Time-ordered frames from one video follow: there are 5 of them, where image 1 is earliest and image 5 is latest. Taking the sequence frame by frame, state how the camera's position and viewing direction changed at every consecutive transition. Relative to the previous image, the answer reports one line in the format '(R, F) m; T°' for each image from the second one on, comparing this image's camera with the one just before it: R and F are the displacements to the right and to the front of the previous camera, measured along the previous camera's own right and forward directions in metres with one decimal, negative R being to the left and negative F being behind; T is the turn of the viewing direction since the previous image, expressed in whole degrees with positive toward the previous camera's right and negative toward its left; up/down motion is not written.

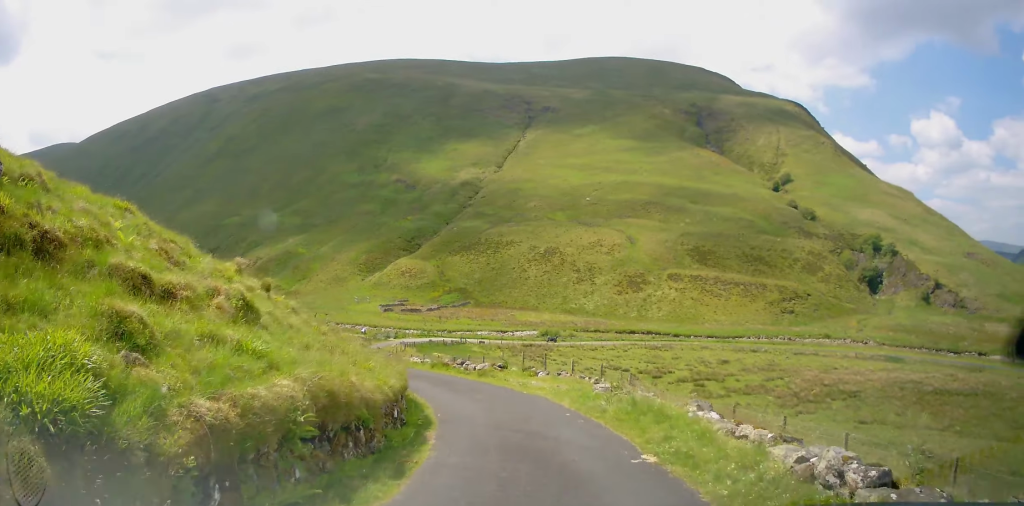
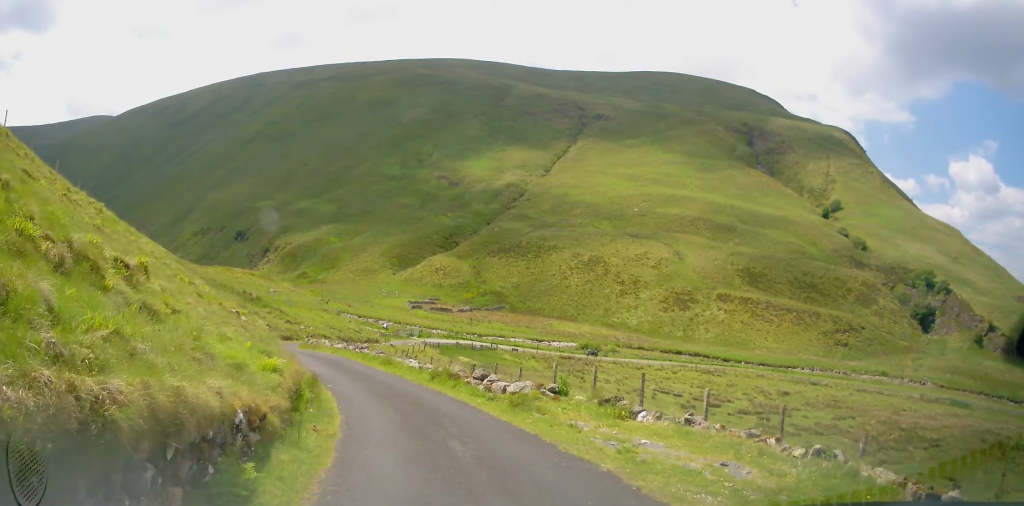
(-0.4, +12.5) m; -5°
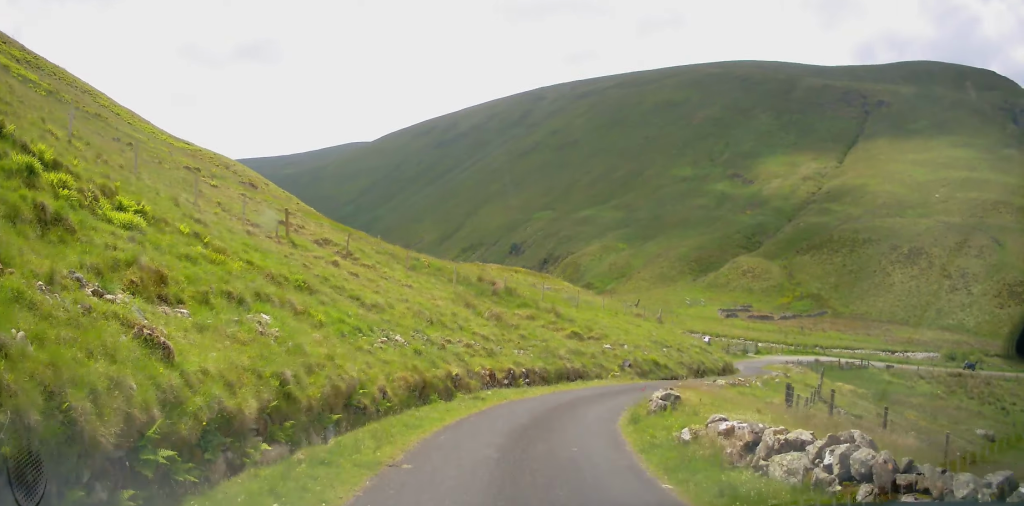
(-8.1, +29.3) m; -23°
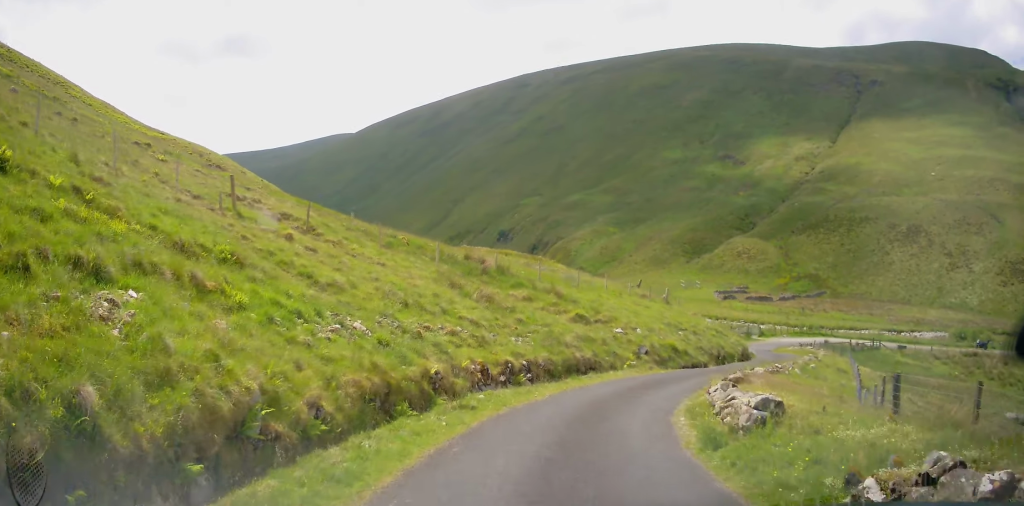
(0.0, +4.0) m; +3°
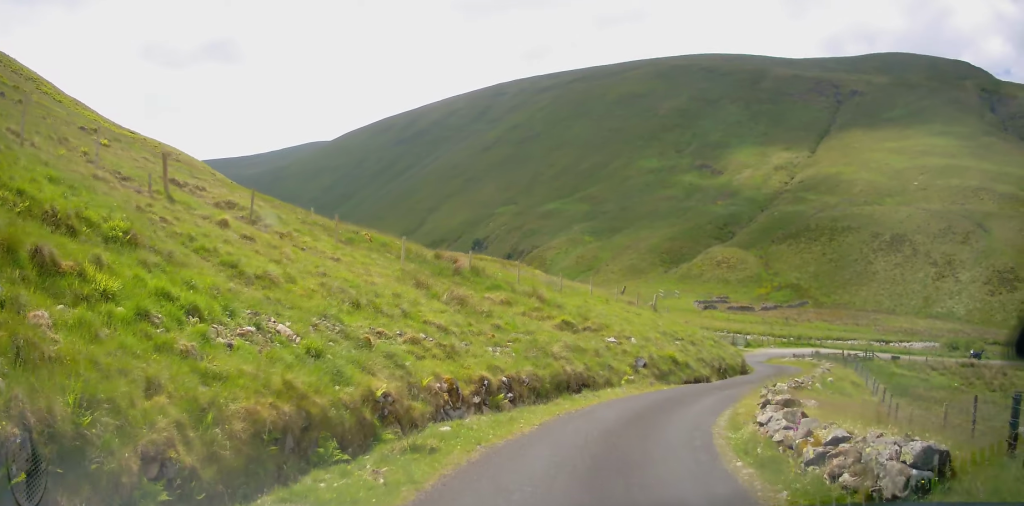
(-0.1, +3.3) m; +4°
